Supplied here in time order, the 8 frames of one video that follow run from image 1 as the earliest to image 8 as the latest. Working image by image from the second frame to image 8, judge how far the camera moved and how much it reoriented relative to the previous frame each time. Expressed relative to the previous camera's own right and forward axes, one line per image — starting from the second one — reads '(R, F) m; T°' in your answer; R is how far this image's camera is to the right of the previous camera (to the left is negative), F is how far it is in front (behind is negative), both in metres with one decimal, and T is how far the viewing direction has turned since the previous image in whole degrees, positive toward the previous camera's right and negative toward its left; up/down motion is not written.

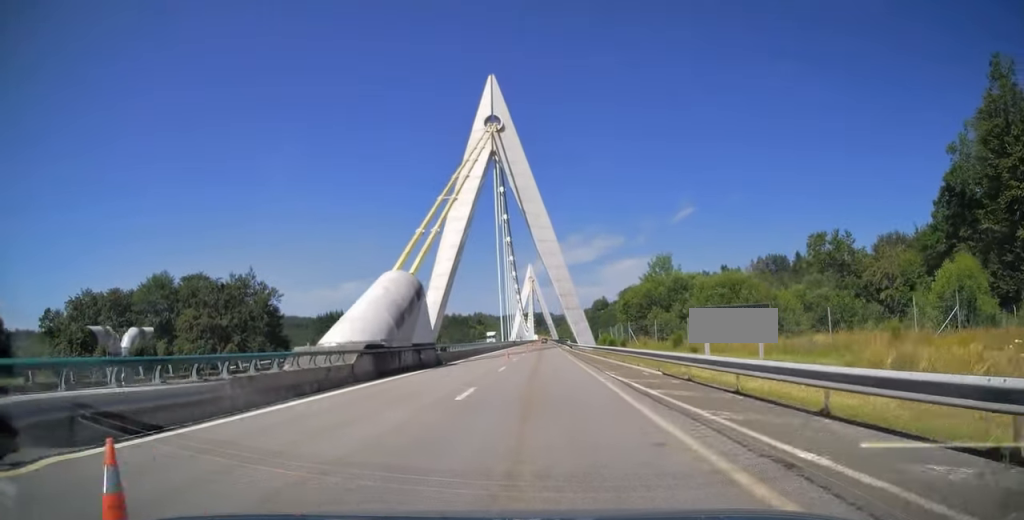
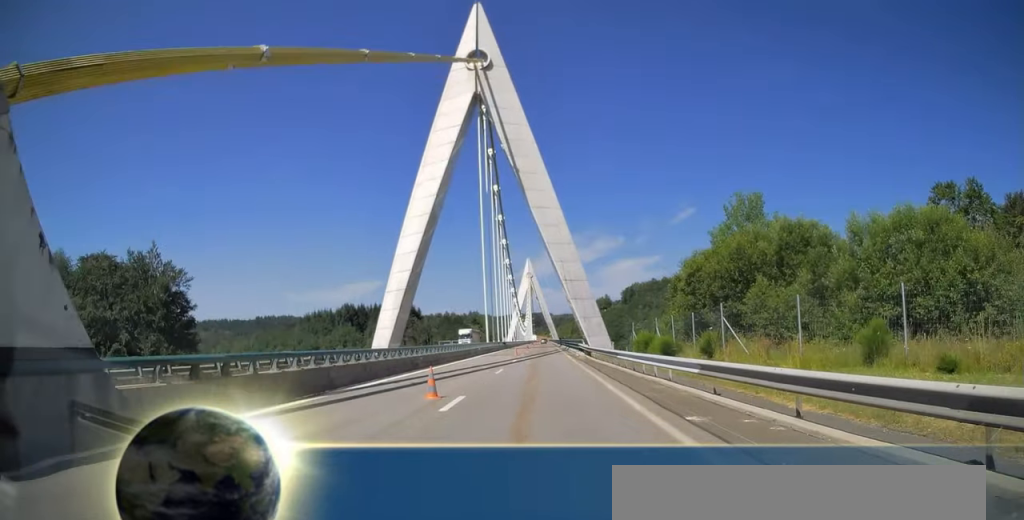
(0.0, +28.0) m; 0°
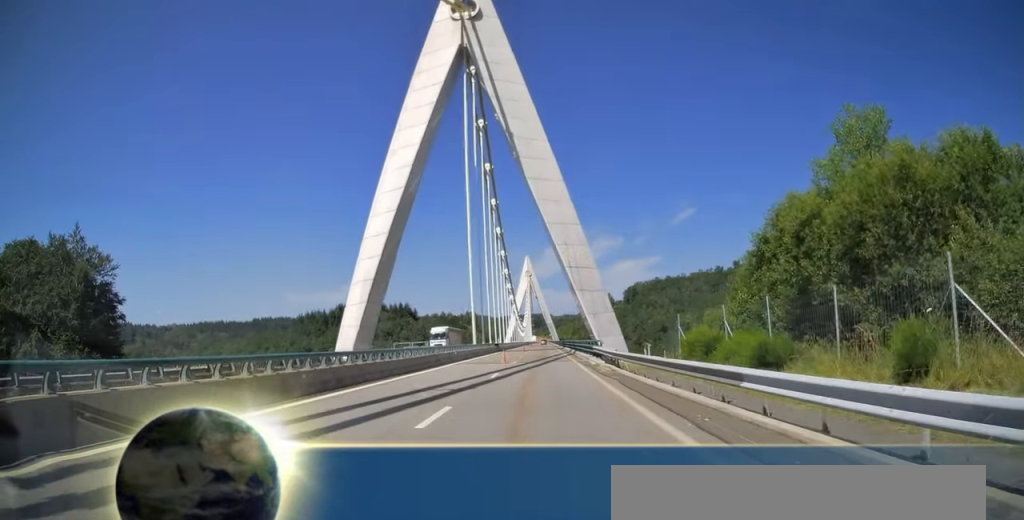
(0.0, +15.3) m; 0°
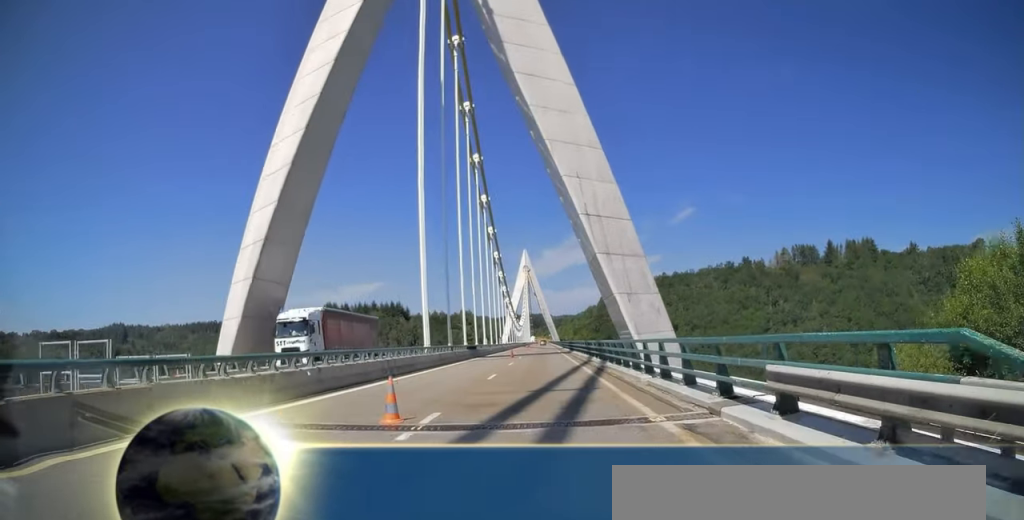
(0.0, +27.2) m; 0°
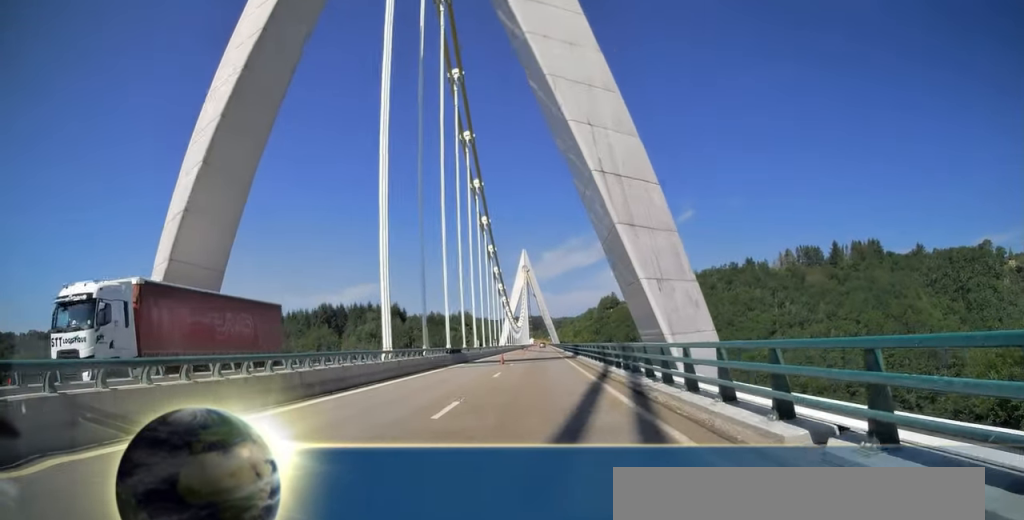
(0.0, +10.2) m; 0°
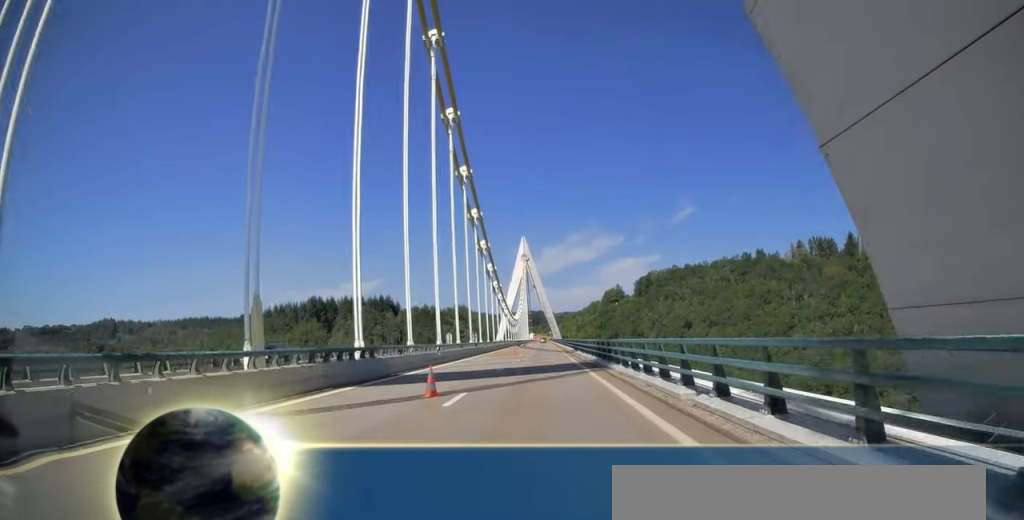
(0.0, +24.6) m; 0°
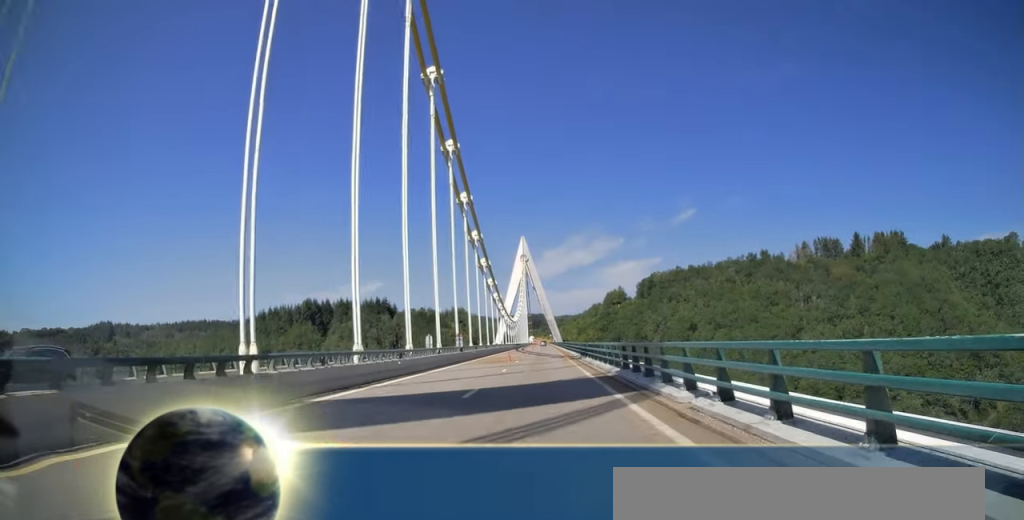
(0.0, +10.2) m; 0°
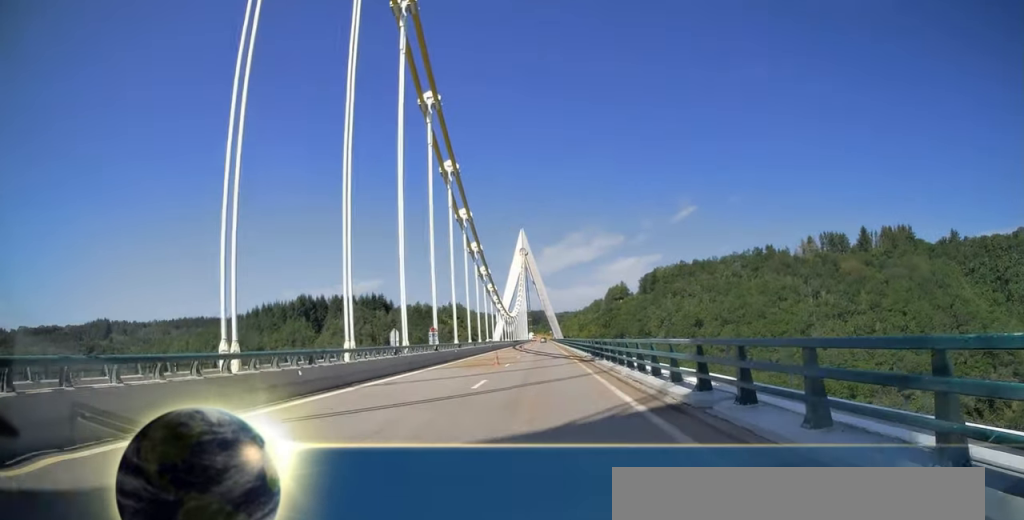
(0.0, +11.1) m; 0°
